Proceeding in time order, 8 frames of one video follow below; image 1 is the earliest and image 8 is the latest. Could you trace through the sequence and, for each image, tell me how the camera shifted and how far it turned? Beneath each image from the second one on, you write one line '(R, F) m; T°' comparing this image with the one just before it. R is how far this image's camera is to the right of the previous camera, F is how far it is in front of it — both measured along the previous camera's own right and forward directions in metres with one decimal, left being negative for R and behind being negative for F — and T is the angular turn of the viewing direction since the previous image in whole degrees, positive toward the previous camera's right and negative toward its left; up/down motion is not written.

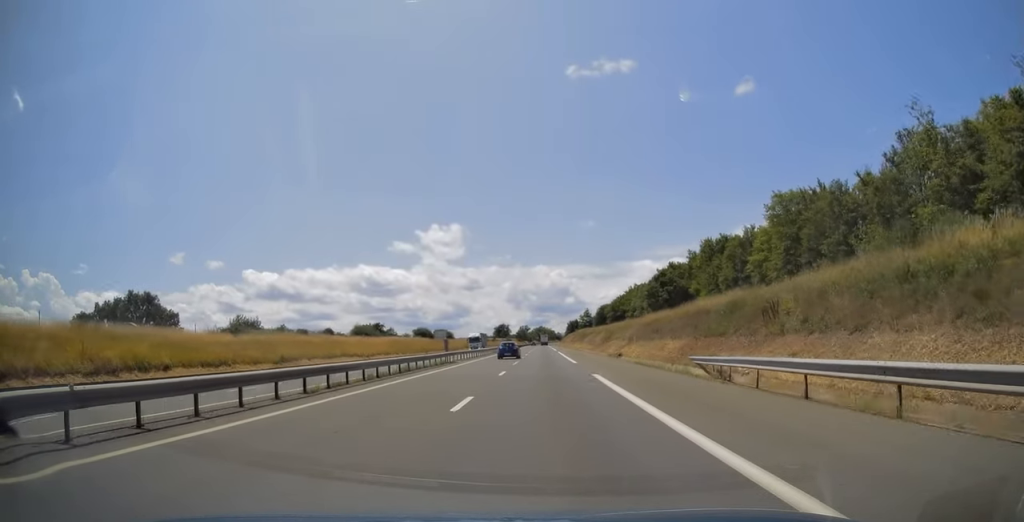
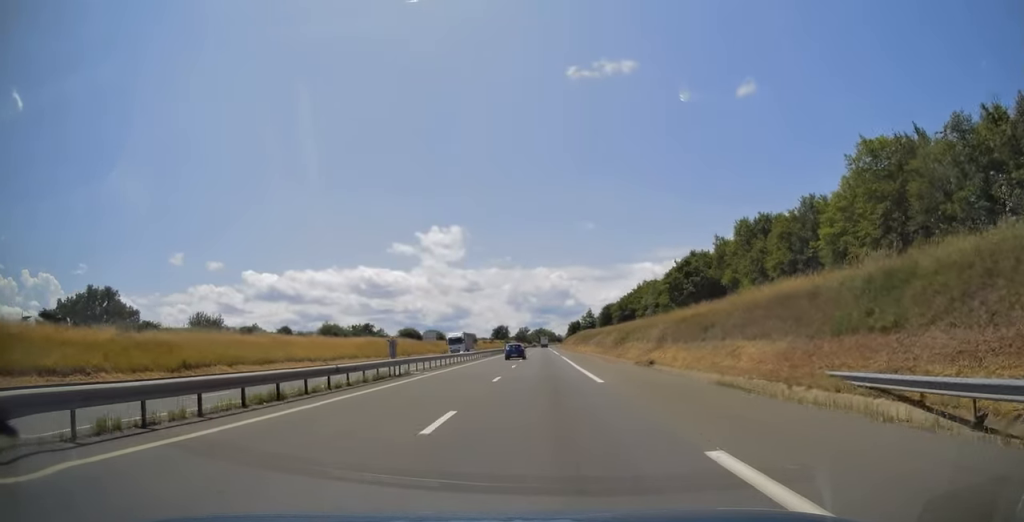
(+0.1, +15.7) m; 0°
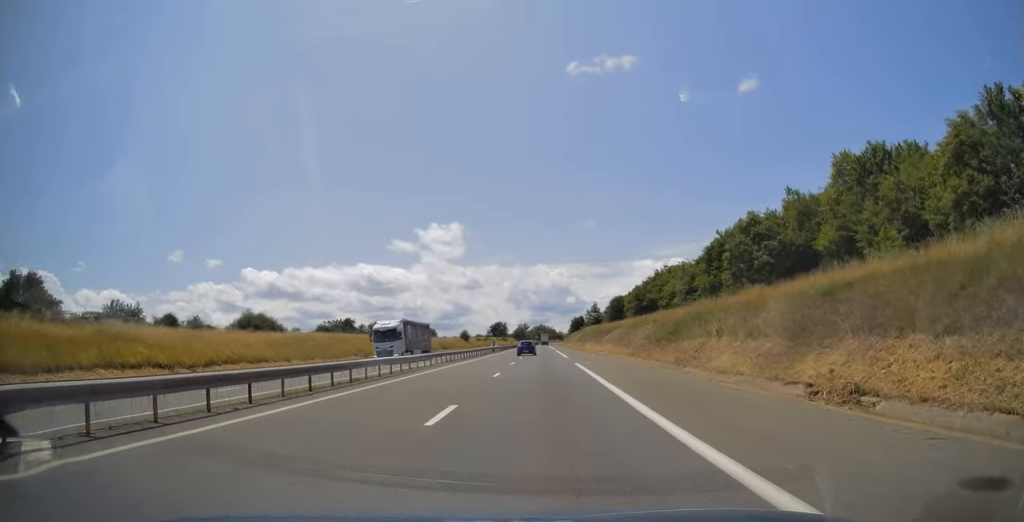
(-0.2, +25.4) m; 0°
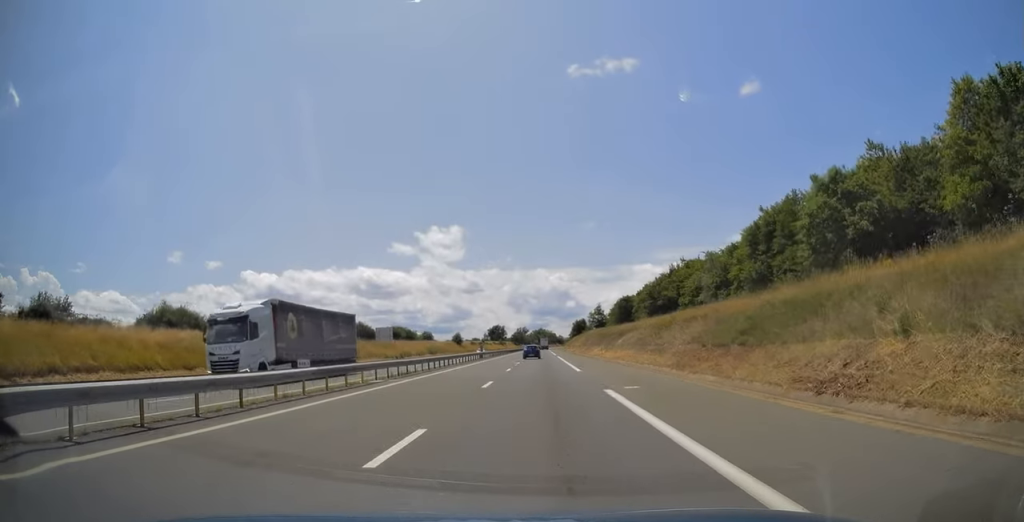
(-0.1, +16.3) m; 0°
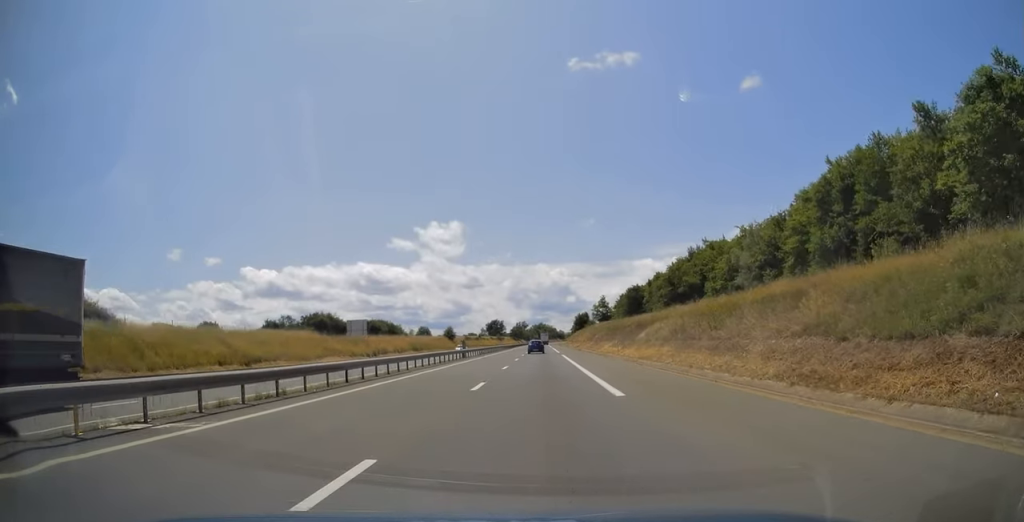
(+0.2, +15.8) m; 0°
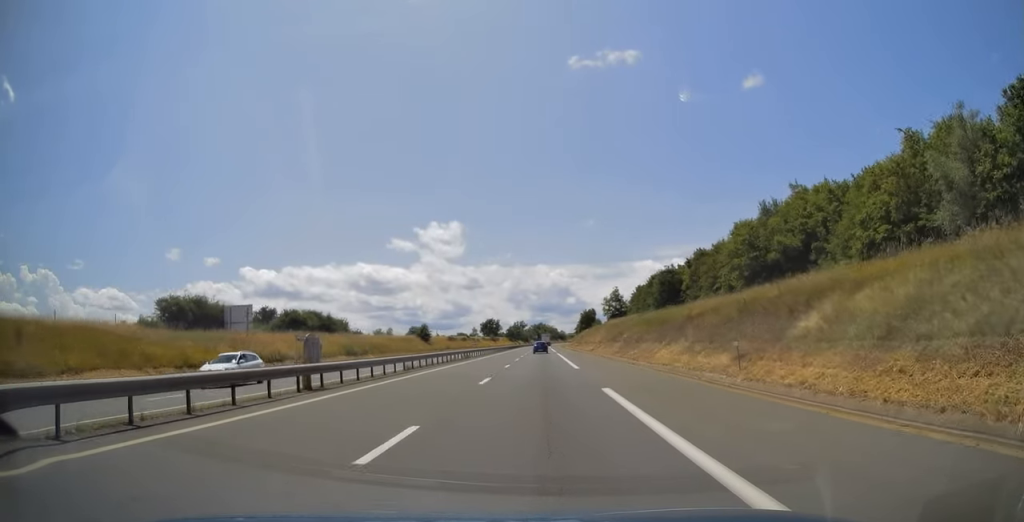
(+0.2, +36.3) m; 0°
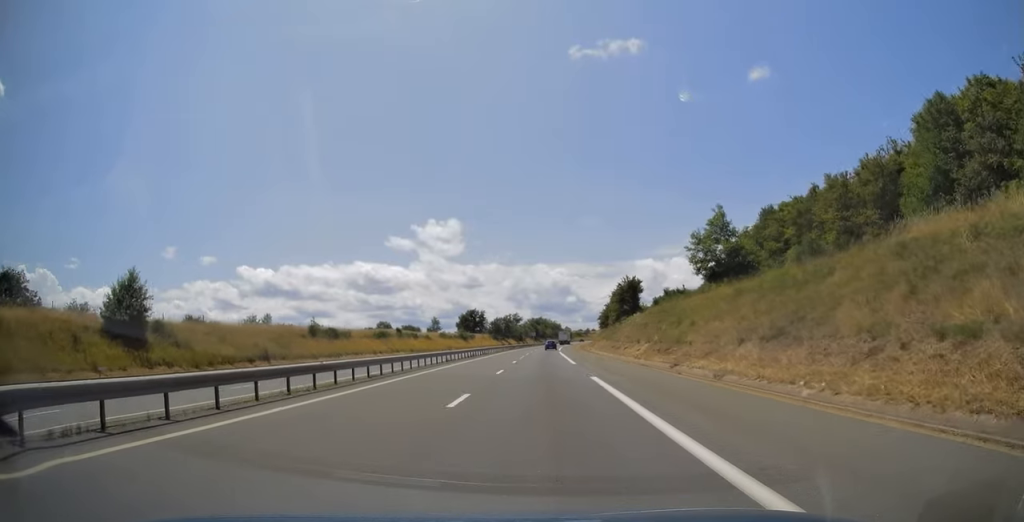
(+0.2, +98.7) m; 0°
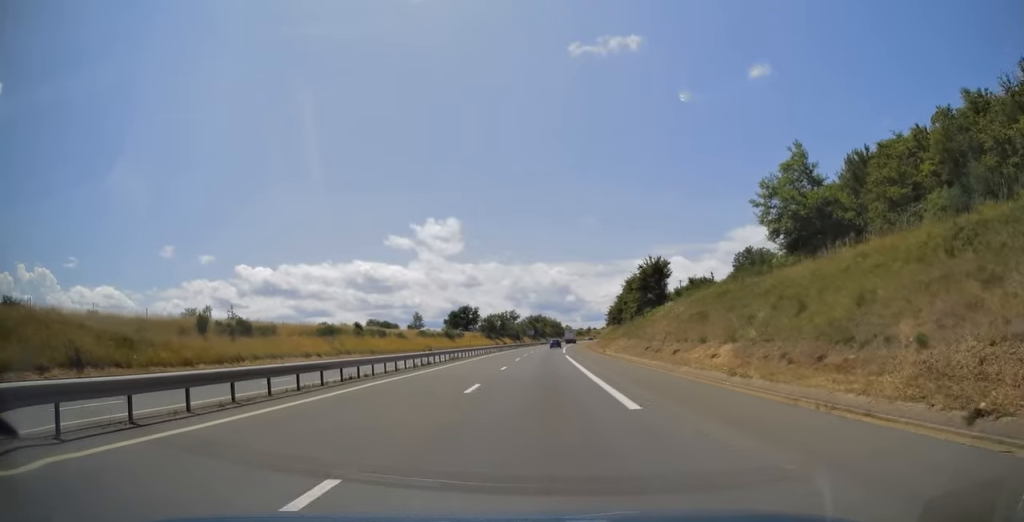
(-0.3, +23.0) m; 0°
